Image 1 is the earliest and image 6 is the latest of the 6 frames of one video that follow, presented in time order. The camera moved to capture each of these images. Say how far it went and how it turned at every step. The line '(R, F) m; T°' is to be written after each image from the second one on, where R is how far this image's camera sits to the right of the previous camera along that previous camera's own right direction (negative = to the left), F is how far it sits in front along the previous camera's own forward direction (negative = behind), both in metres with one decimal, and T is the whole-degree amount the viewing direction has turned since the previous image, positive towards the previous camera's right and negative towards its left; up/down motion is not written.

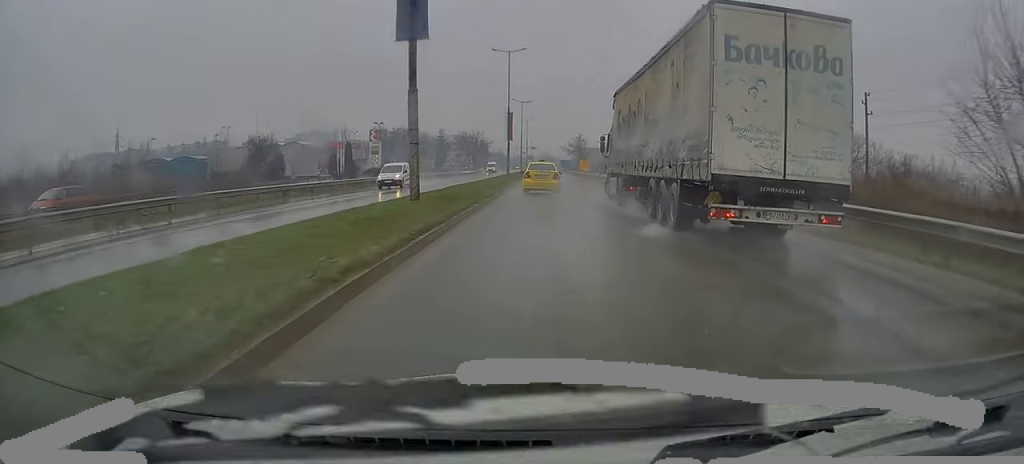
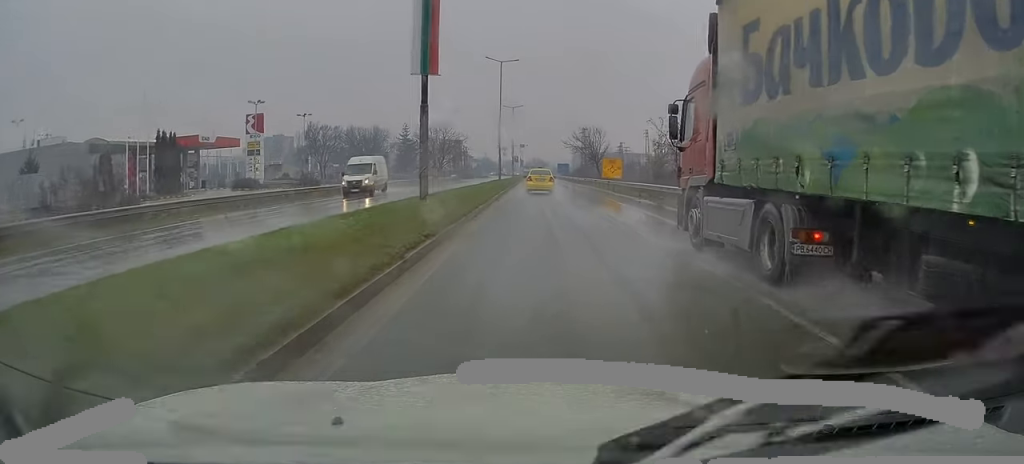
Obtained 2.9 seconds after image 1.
(+1.0, +53.0) m; +1°
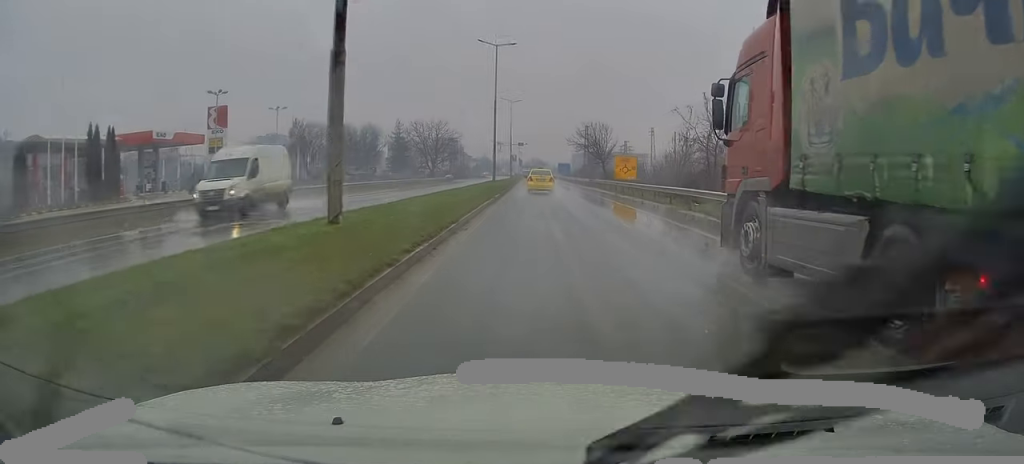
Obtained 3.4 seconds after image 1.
(0.0, +9.4) m; 0°
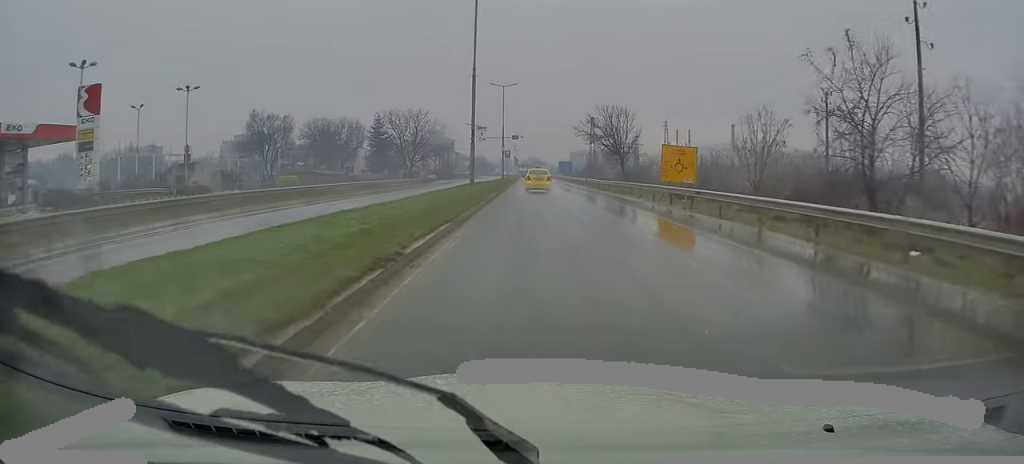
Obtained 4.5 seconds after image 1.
(+0.2, +21.2) m; +1°
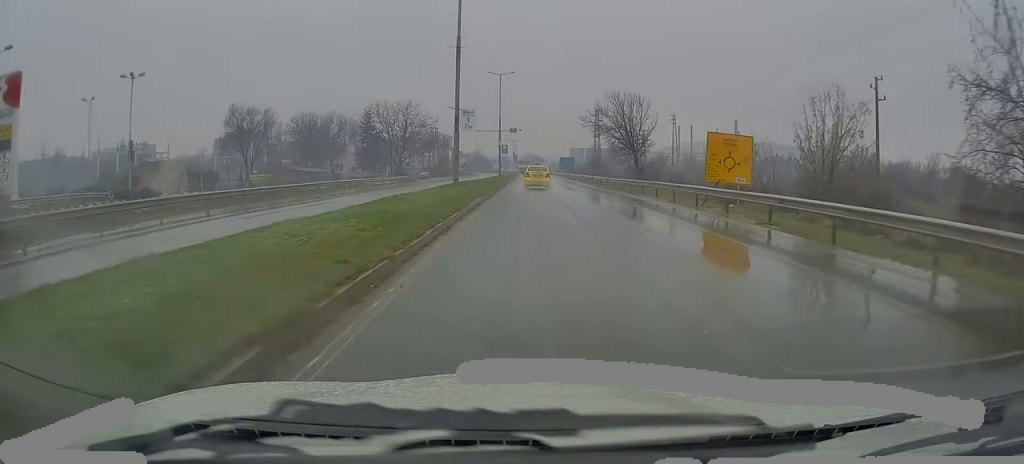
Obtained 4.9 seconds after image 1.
(+0.2, +9.0) m; 0°
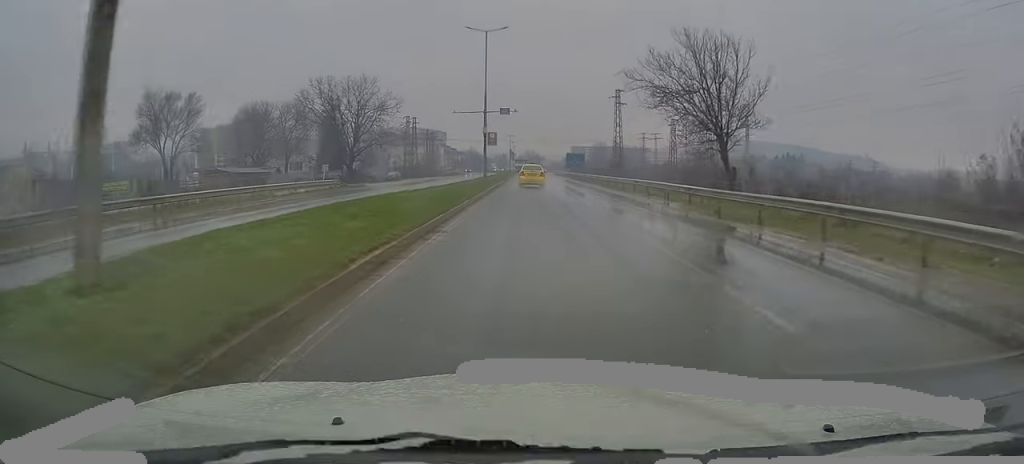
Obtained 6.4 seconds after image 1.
(-0.4, +27.9) m; -2°
